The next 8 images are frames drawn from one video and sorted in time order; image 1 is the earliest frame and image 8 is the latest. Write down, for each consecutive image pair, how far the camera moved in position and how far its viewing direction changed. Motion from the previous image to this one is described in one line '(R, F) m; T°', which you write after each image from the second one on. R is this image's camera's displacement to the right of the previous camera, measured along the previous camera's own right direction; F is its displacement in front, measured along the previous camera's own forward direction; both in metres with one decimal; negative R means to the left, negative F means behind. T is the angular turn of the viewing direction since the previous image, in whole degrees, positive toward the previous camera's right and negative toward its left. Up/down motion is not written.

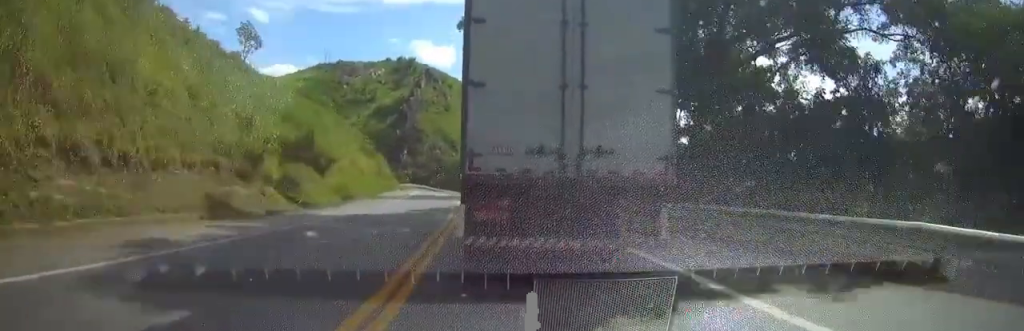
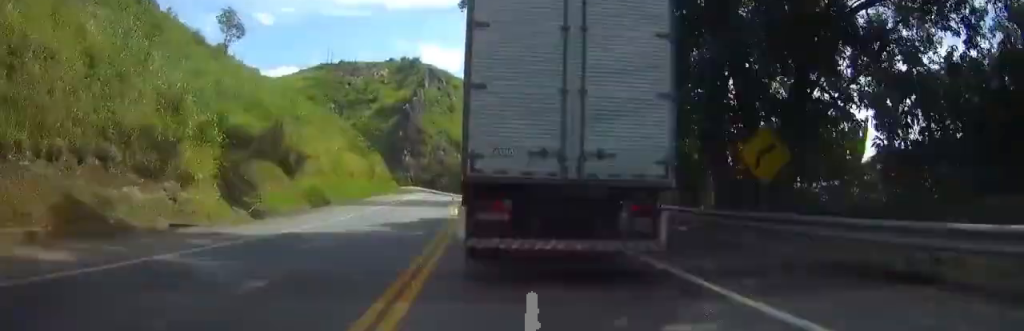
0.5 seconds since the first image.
(0.0, +8.5) m; +1°
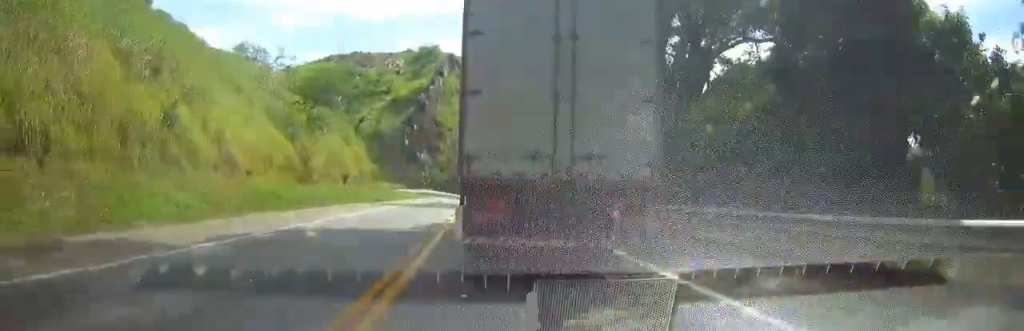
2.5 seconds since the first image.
(+1.3, +32.9) m; +4°
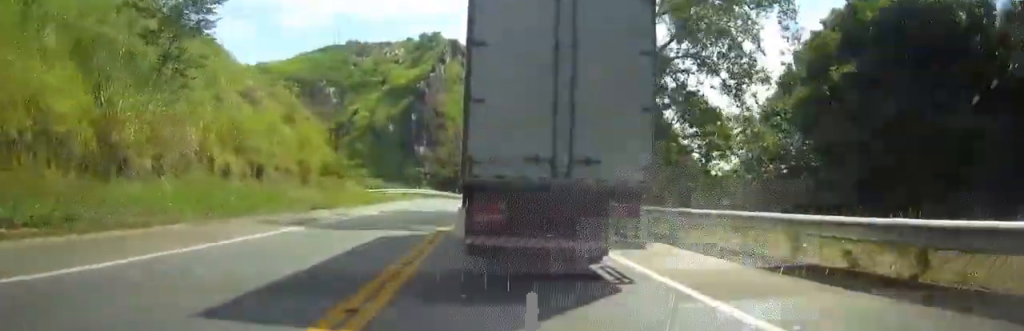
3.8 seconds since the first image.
(0.0, +21.1) m; 0°
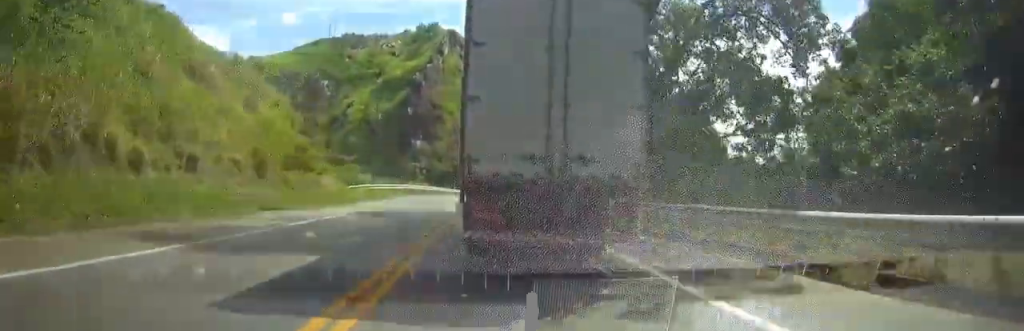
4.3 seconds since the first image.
(0.0, +7.6) m; 0°
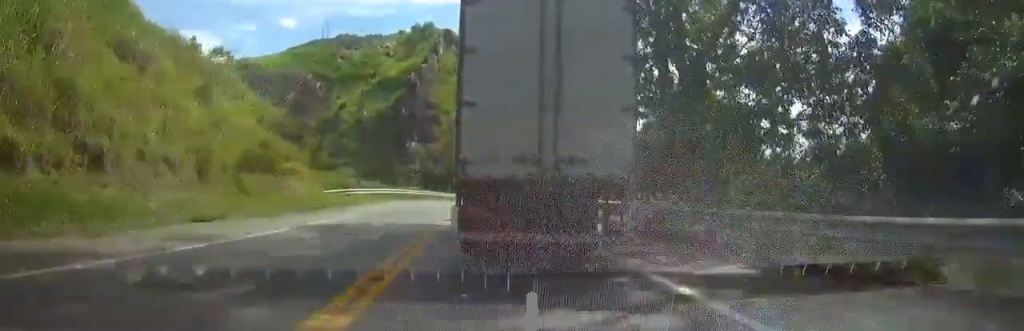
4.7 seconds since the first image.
(0.0, +6.5) m; 0°
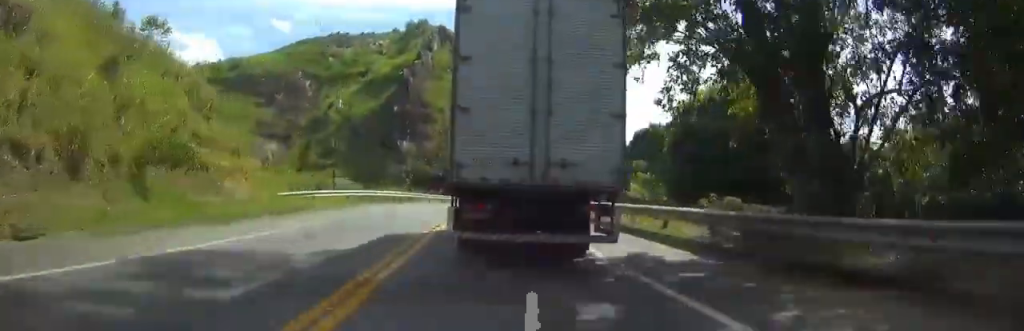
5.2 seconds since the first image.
(0.0, +8.7) m; 0°
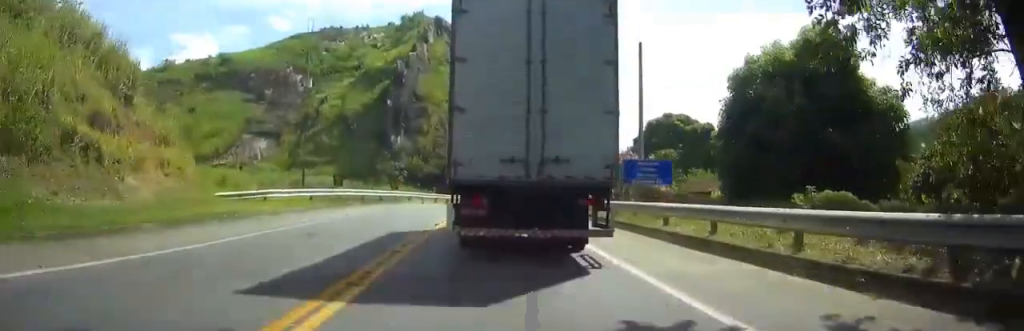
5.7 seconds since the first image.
(0.0, +8.3) m; 0°
